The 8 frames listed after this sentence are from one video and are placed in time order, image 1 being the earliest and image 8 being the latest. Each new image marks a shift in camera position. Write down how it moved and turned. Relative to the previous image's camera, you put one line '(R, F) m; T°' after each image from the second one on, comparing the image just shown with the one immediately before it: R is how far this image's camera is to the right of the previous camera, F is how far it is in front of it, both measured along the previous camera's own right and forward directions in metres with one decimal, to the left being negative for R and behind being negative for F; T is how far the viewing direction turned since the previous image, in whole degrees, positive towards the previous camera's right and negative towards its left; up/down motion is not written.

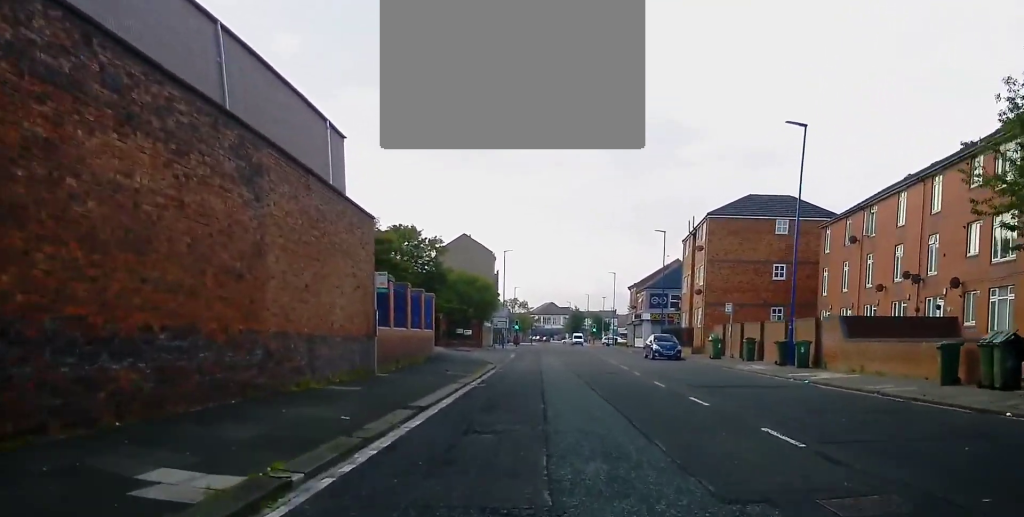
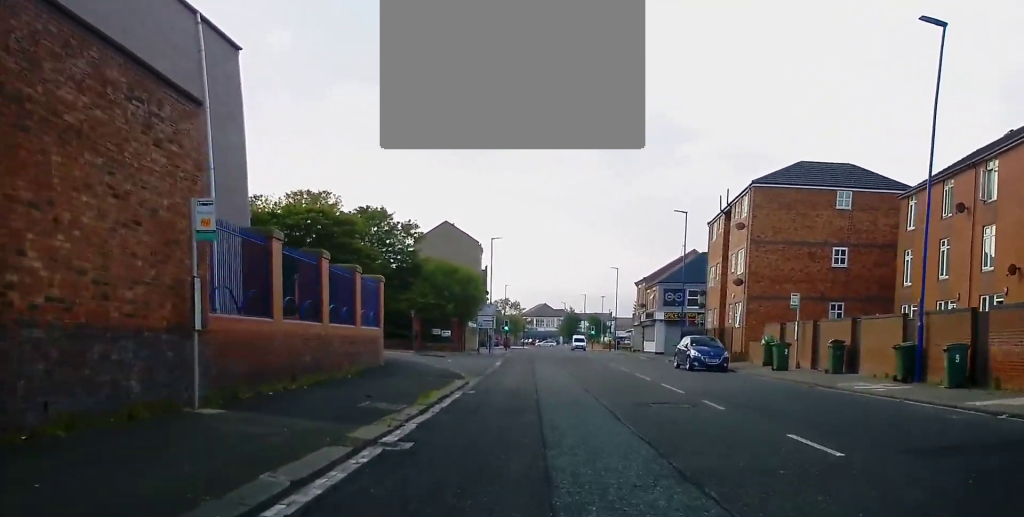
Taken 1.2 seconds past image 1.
(+0.1, +12.6) m; 0°
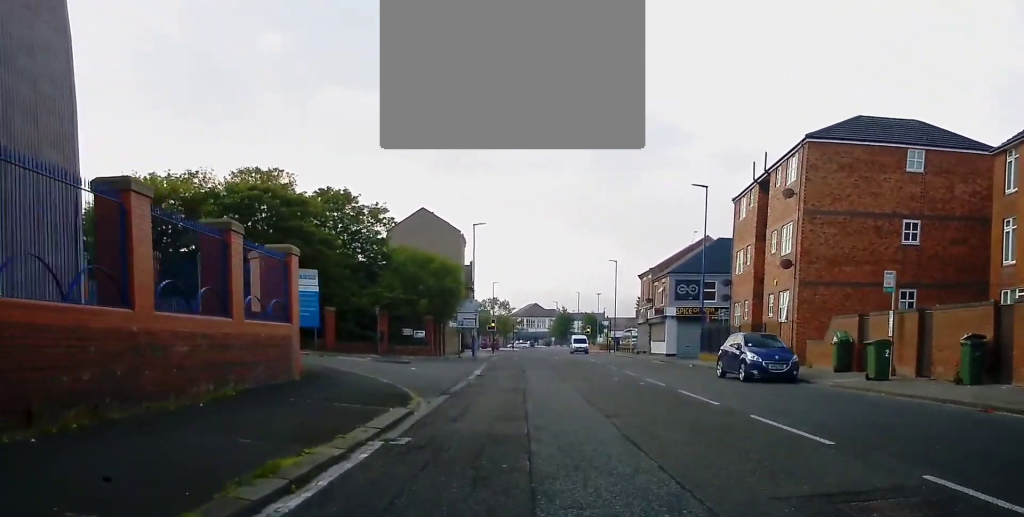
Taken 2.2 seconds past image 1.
(-0.1, +9.7) m; 0°
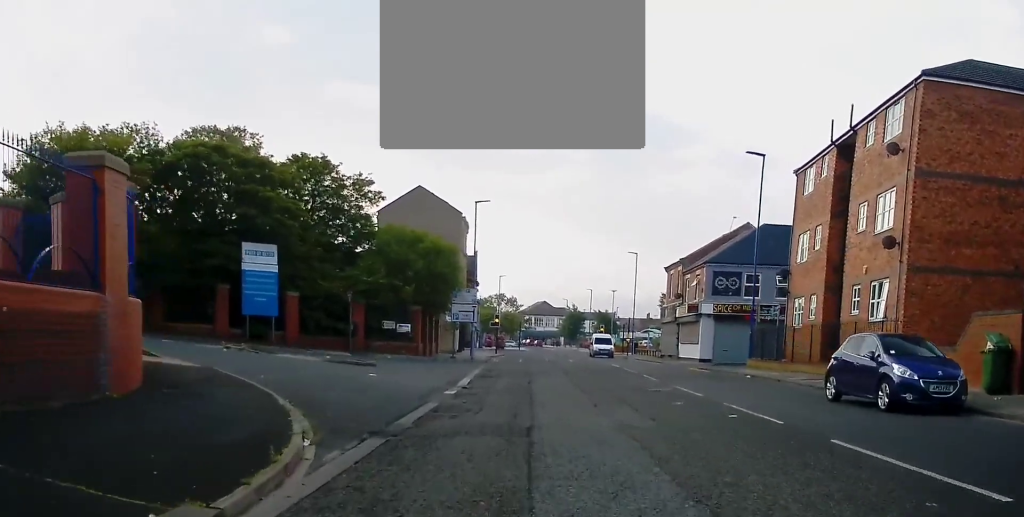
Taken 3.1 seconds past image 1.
(0.0, +9.3) m; +1°
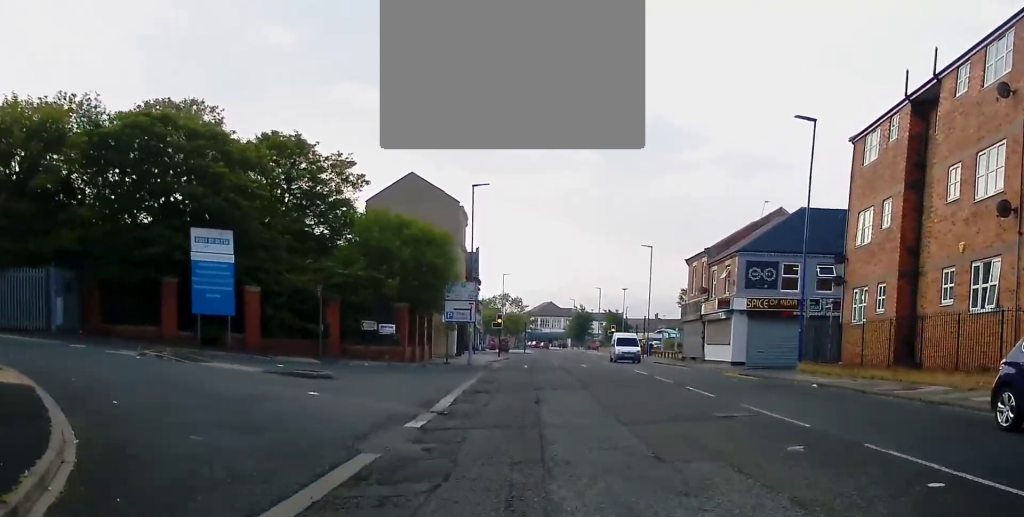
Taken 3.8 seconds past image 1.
(+0.1, +6.4) m; 0°
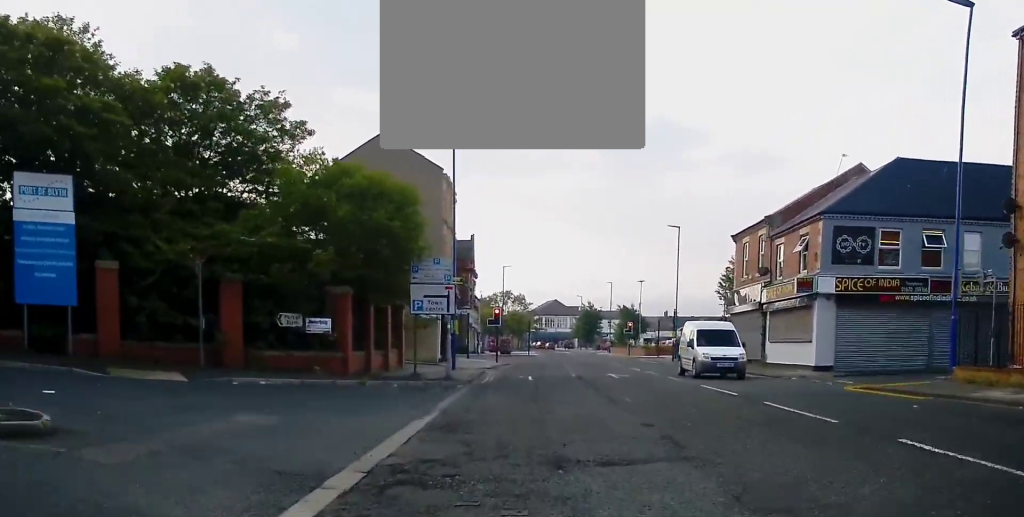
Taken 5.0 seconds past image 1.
(-0.3, +12.3) m; -2°
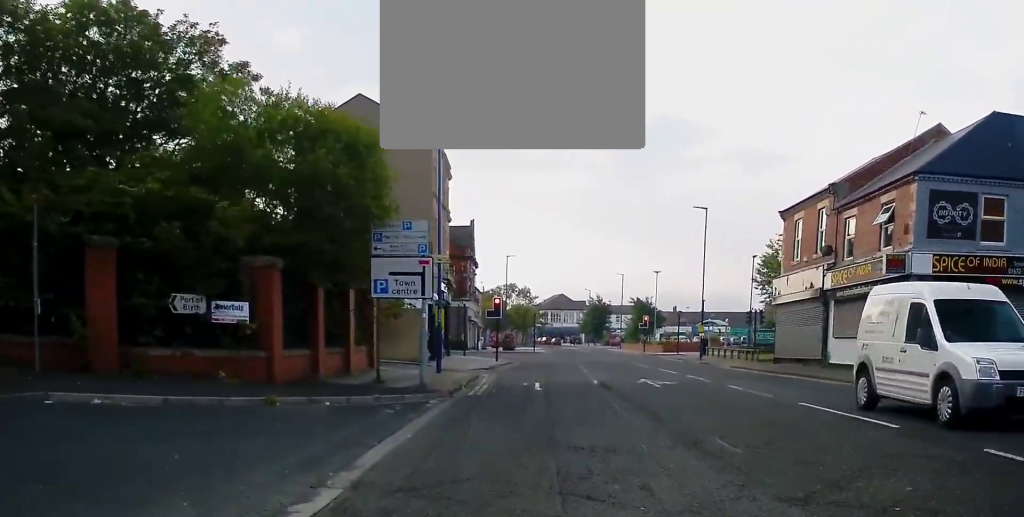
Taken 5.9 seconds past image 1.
(-0.2, +8.0) m; 0°
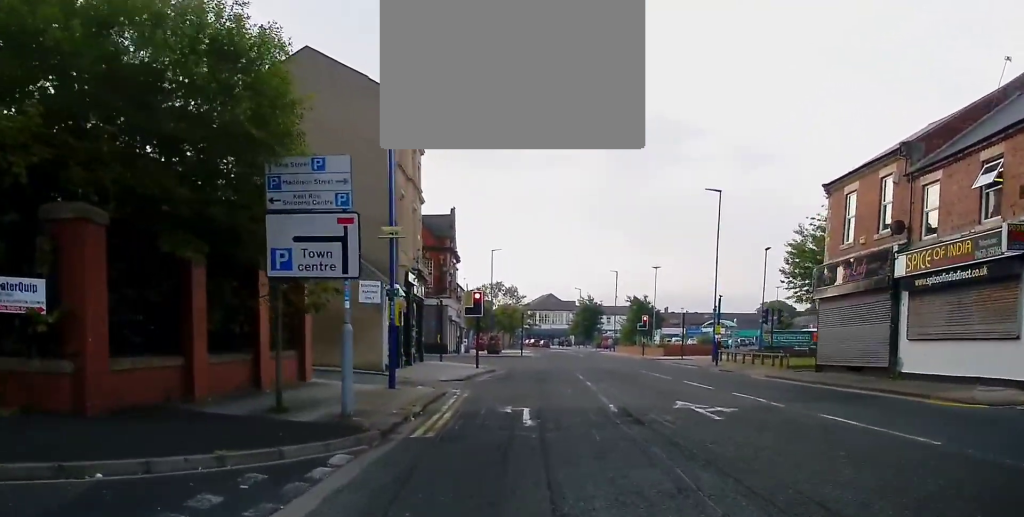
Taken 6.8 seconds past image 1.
(+0.3, +7.7) m; 0°
